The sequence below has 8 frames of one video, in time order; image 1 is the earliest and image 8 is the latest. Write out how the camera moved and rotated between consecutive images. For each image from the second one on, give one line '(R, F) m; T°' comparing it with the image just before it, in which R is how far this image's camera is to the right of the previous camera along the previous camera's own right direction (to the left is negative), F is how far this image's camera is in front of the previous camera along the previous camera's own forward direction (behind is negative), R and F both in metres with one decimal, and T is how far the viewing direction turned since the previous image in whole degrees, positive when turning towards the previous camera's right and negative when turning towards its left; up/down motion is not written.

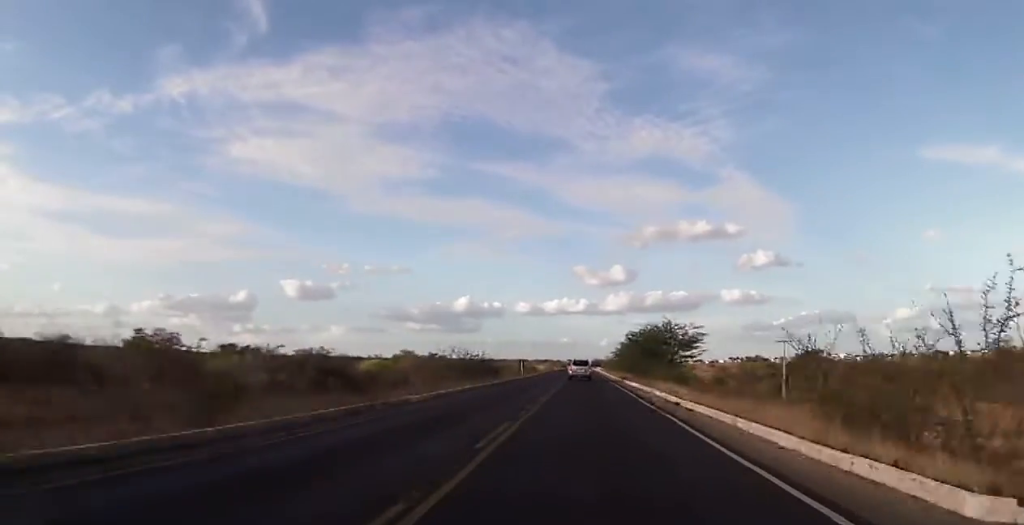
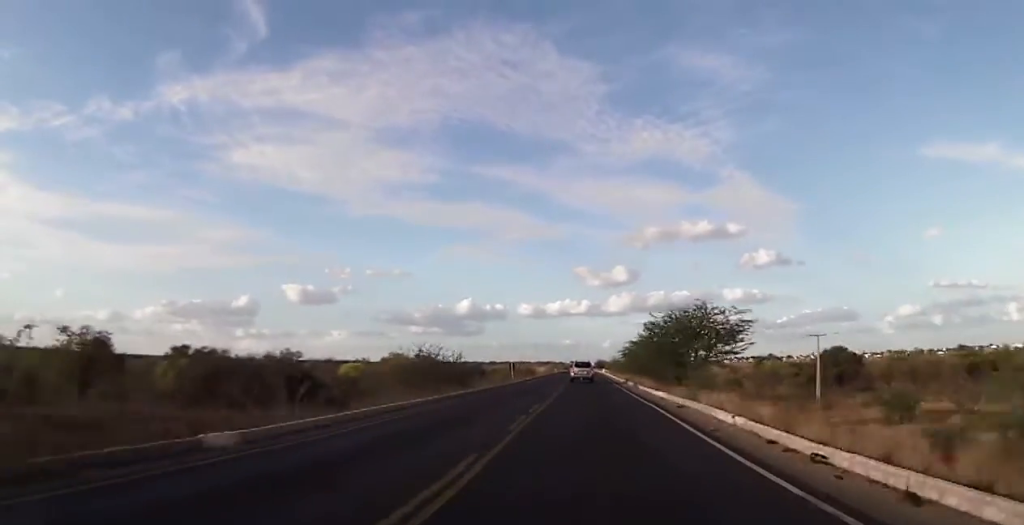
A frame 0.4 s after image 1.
(0.0, +12.8) m; 0°
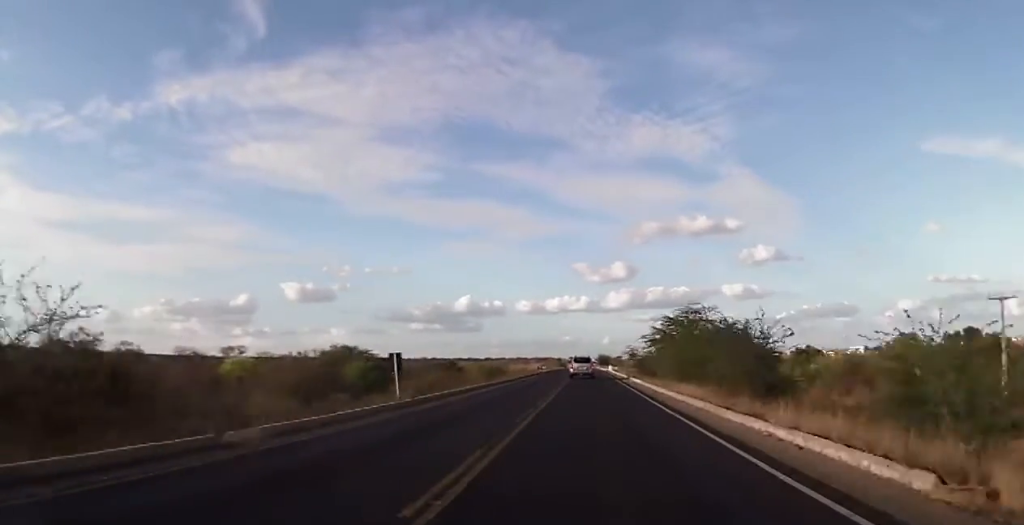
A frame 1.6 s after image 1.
(+0.2, +42.7) m; +1°
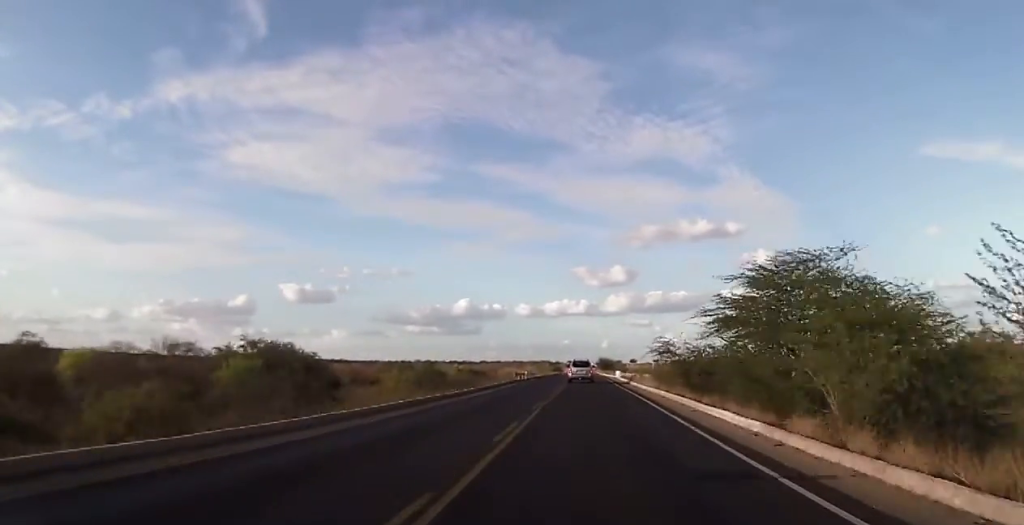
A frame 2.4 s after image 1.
(+0.1, +31.4) m; 0°
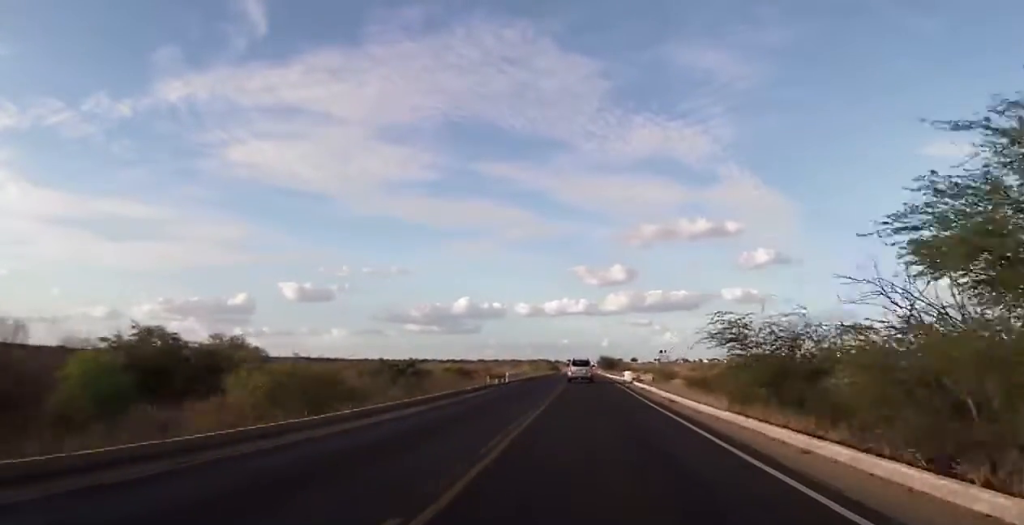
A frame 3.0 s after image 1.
(0.0, +18.4) m; 0°
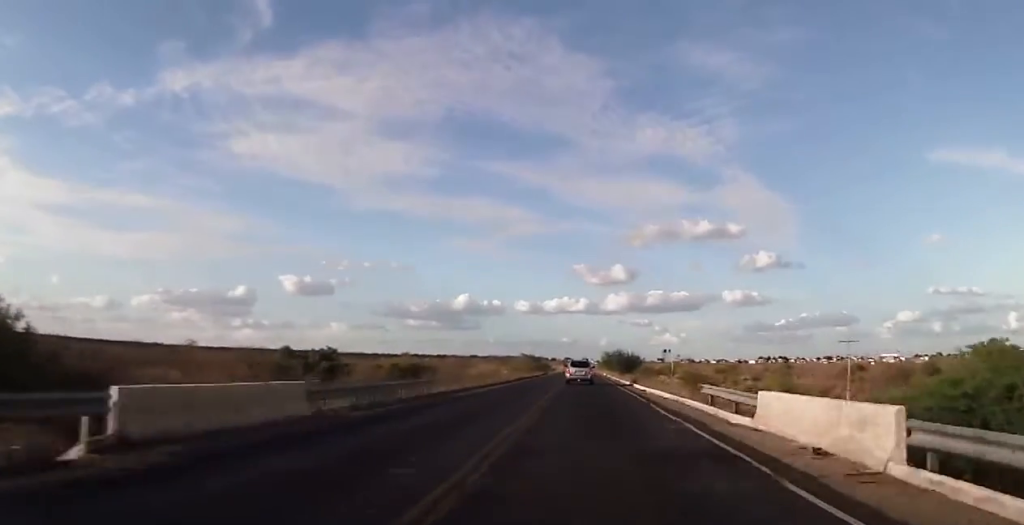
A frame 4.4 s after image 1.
(0.0, +49.7) m; 0°
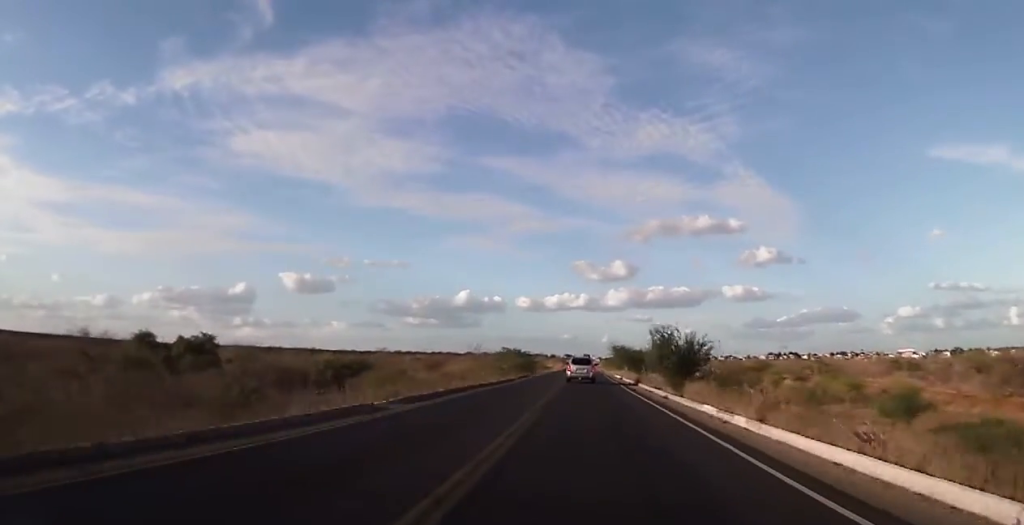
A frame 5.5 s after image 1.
(-0.1, +33.4) m; 0°
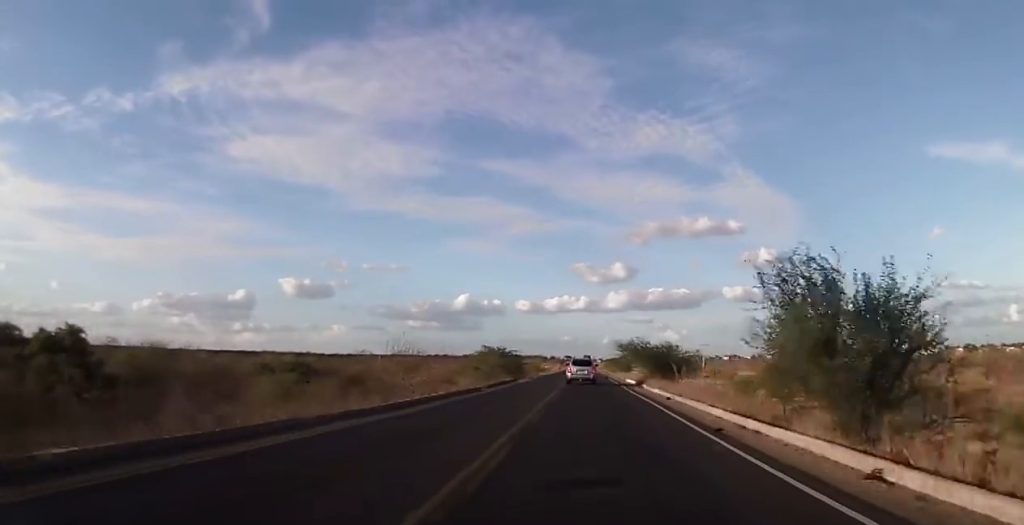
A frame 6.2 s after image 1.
(+0.1, +19.1) m; 0°
